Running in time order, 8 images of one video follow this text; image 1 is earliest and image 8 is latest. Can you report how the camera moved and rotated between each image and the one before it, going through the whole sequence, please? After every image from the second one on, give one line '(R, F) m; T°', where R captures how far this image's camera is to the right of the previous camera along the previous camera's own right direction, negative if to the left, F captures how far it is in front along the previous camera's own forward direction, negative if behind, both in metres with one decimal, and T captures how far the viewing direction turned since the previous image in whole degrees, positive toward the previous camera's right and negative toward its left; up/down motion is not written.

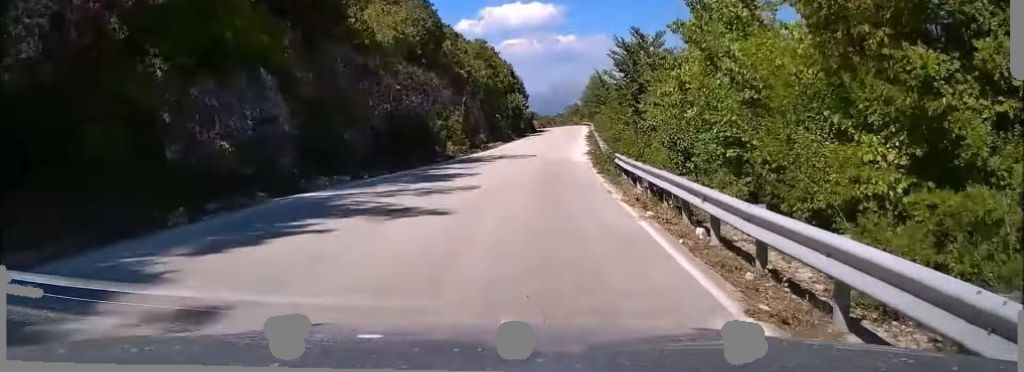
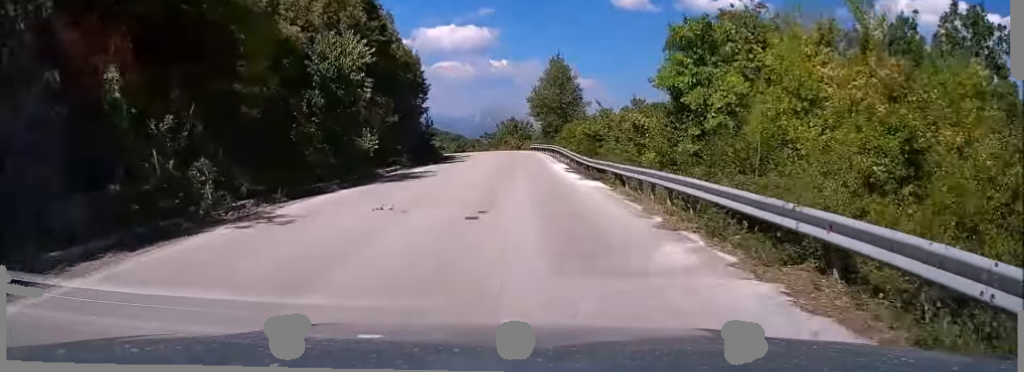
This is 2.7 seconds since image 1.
(+4.1, +61.8) m; +6°
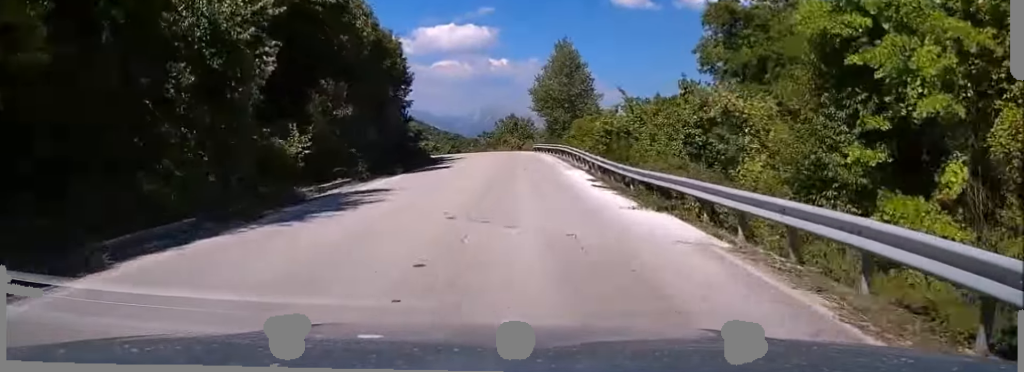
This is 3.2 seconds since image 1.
(0.0, +10.7) m; 0°
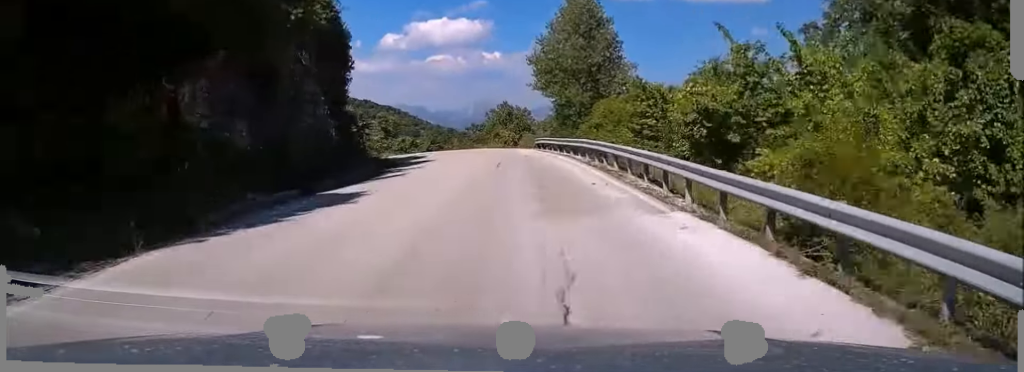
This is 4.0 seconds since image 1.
(0.0, +18.7) m; 0°
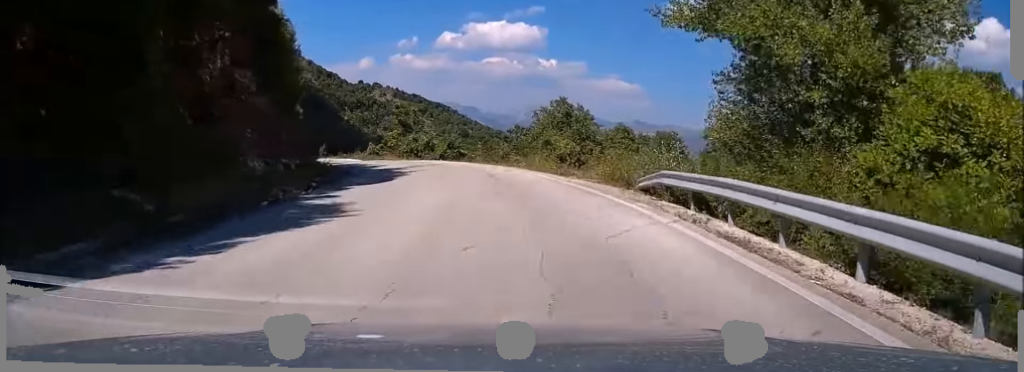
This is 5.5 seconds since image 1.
(-0.7, +29.8) m; -5°
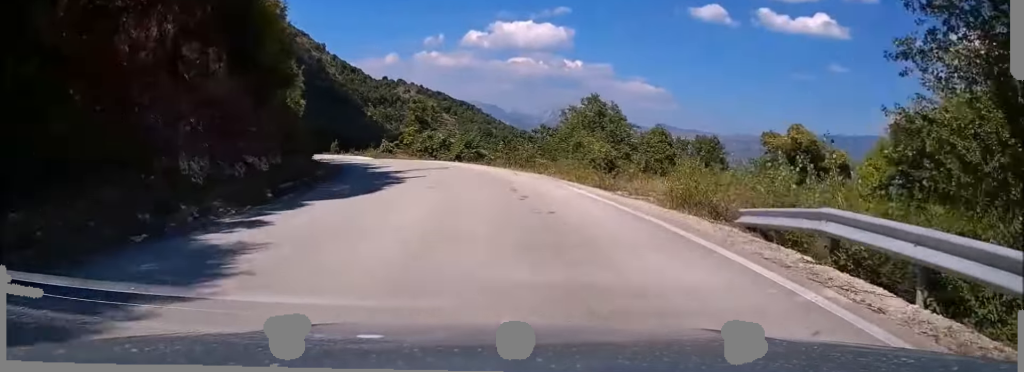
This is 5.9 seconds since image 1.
(0.0, +7.7) m; -2°
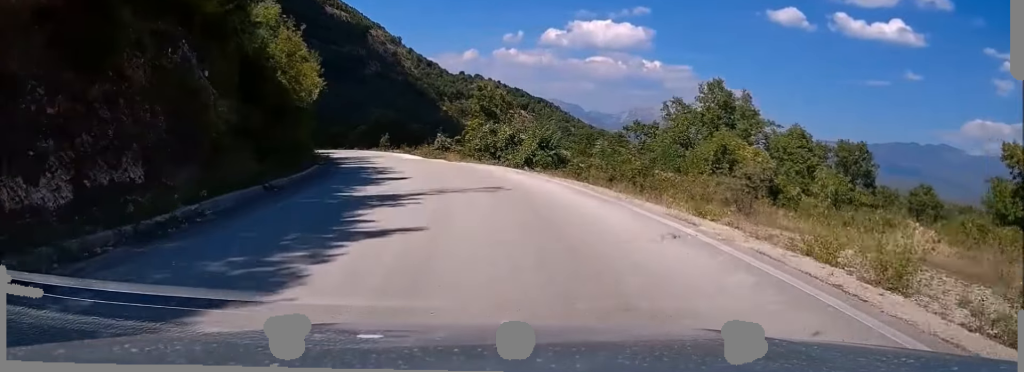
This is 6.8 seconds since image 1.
(-0.8, +16.7) m; -7°
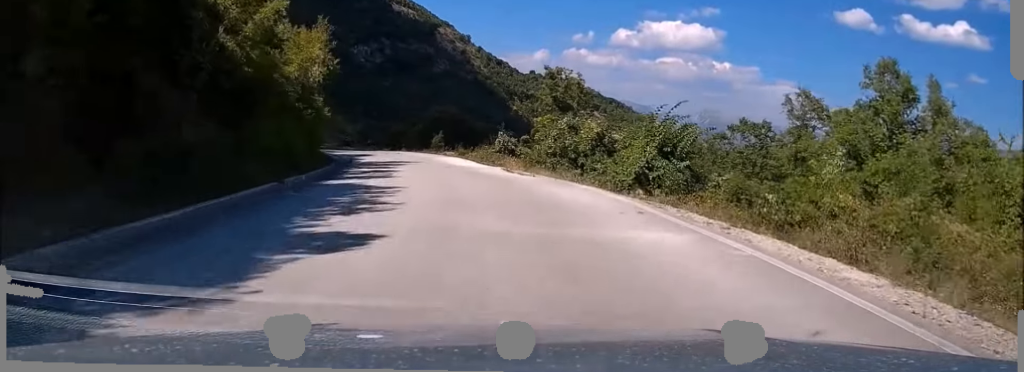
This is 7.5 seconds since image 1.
(-1.0, +14.1) m; -6°
